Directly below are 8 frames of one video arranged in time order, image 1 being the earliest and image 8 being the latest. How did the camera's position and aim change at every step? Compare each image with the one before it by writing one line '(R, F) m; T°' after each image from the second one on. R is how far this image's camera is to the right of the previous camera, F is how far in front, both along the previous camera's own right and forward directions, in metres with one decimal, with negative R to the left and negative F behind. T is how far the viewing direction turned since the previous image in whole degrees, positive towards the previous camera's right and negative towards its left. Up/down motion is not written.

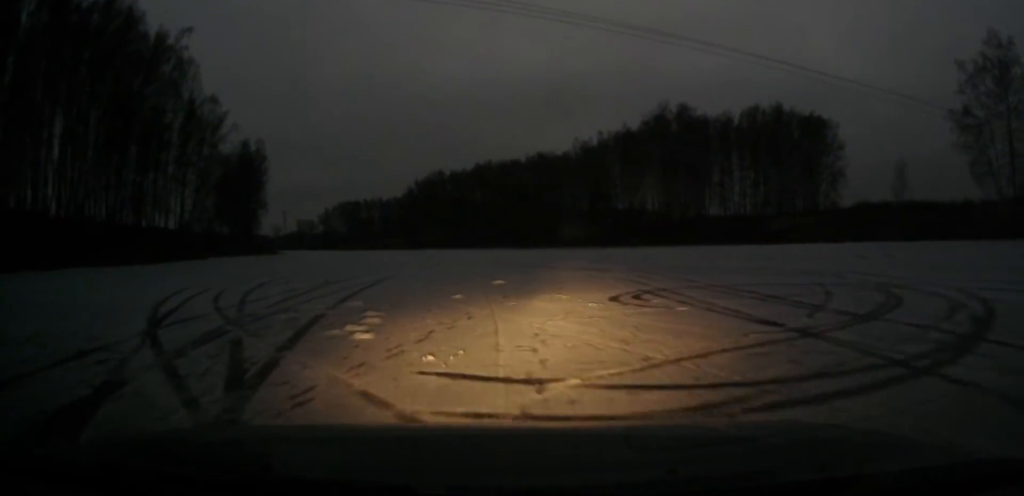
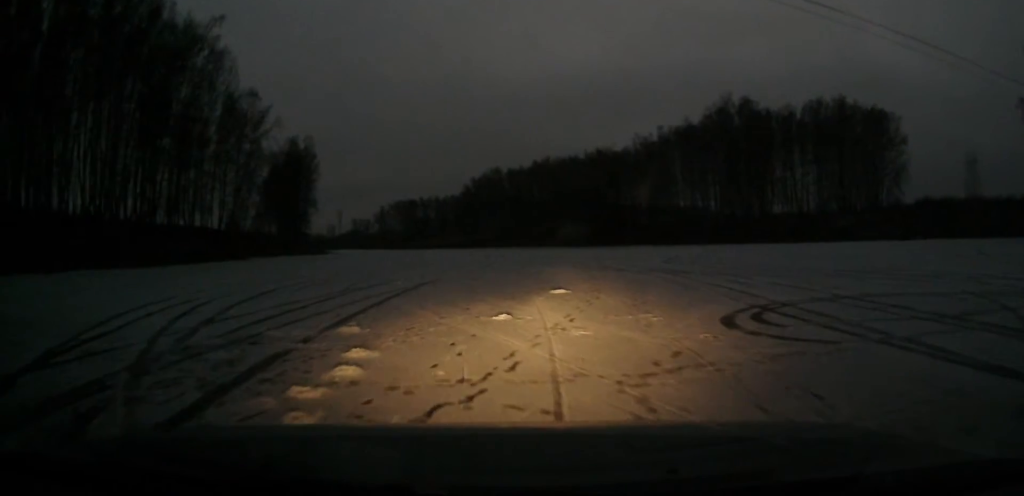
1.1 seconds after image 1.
(-0.4, +4.7) m; -4°
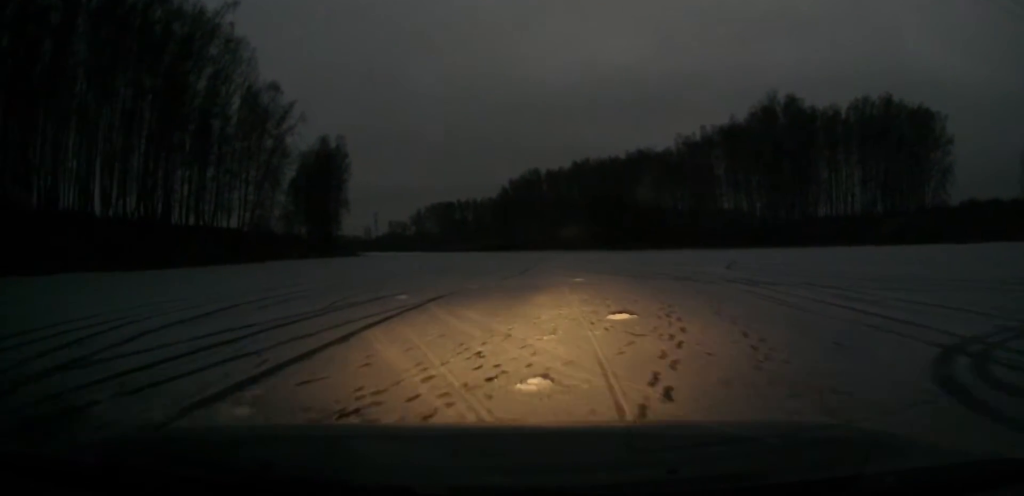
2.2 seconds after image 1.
(0.0, +5.2) m; -2°
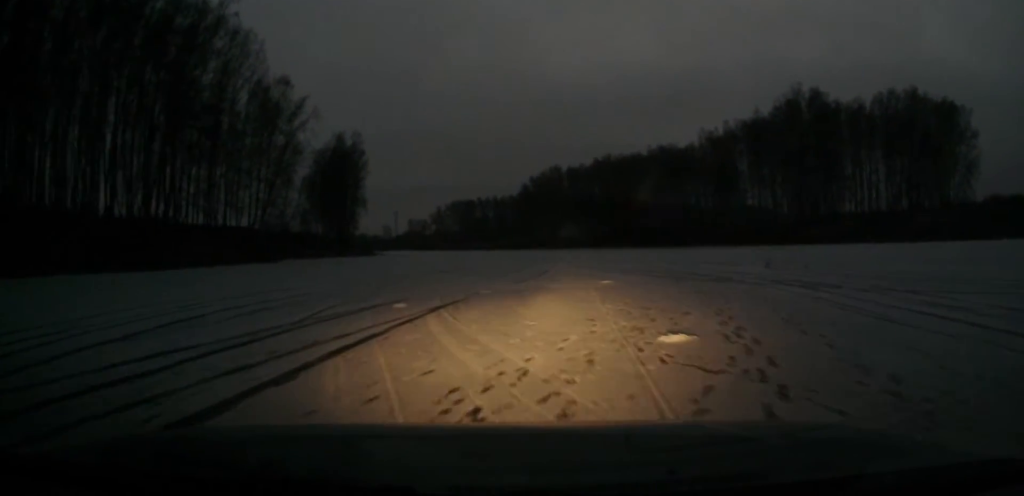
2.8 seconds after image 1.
(-0.1, +2.7) m; -2°
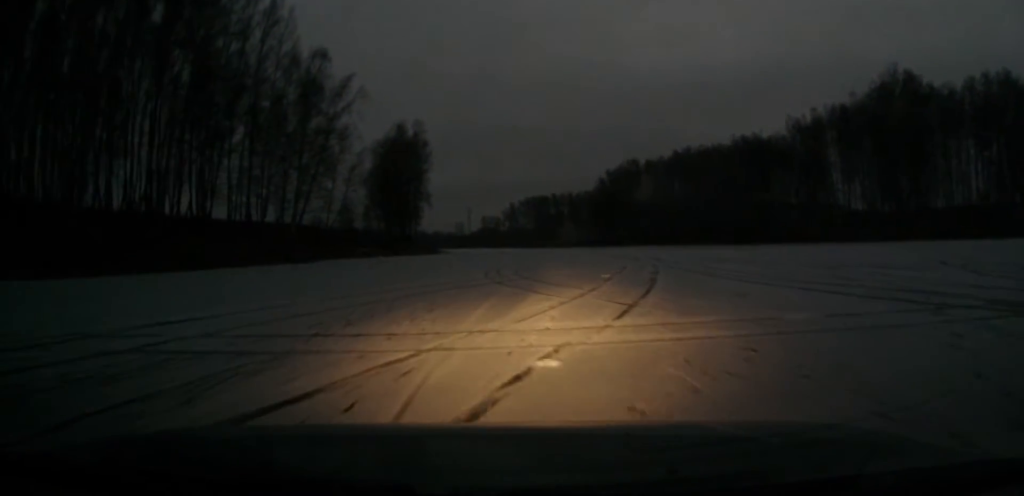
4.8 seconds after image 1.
(-0.2, +10.8) m; -4°
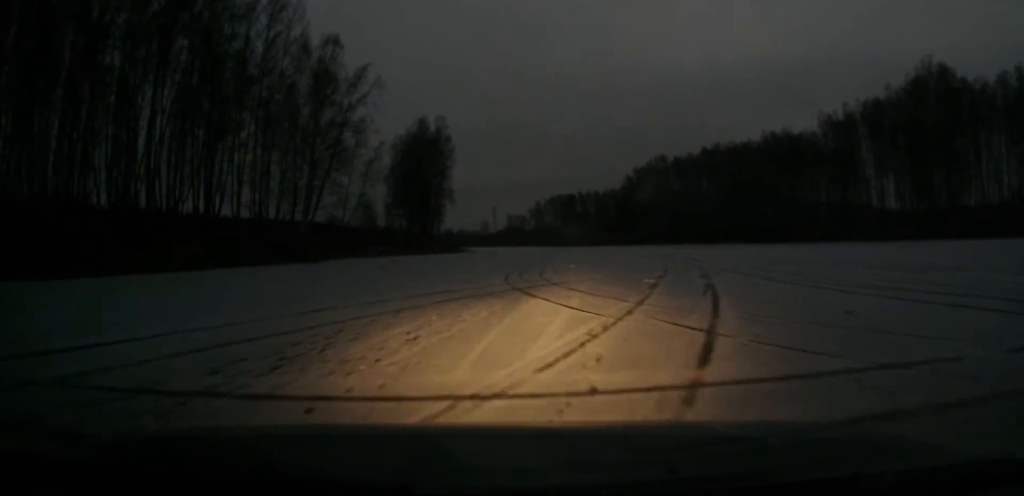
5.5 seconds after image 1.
(-0.2, +4.1) m; -4°
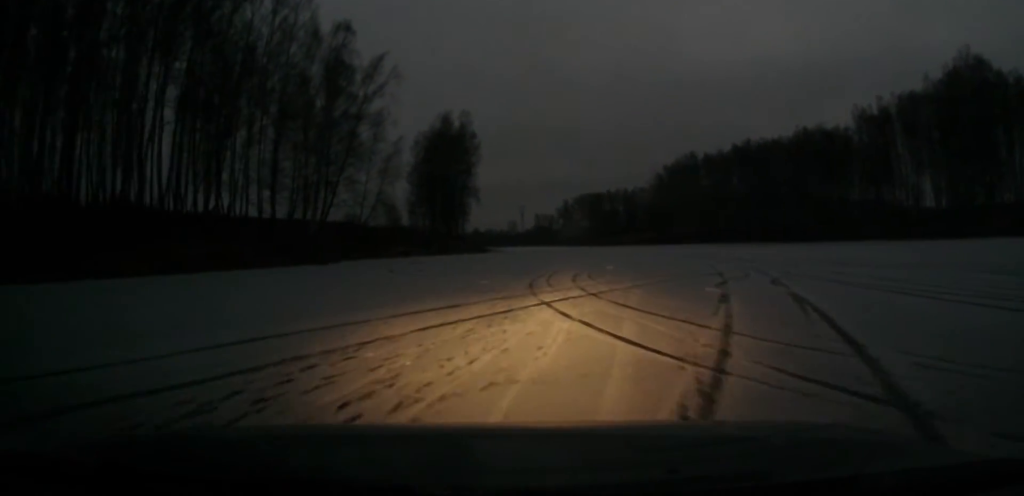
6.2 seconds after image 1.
(-0.2, +4.4) m; -2°
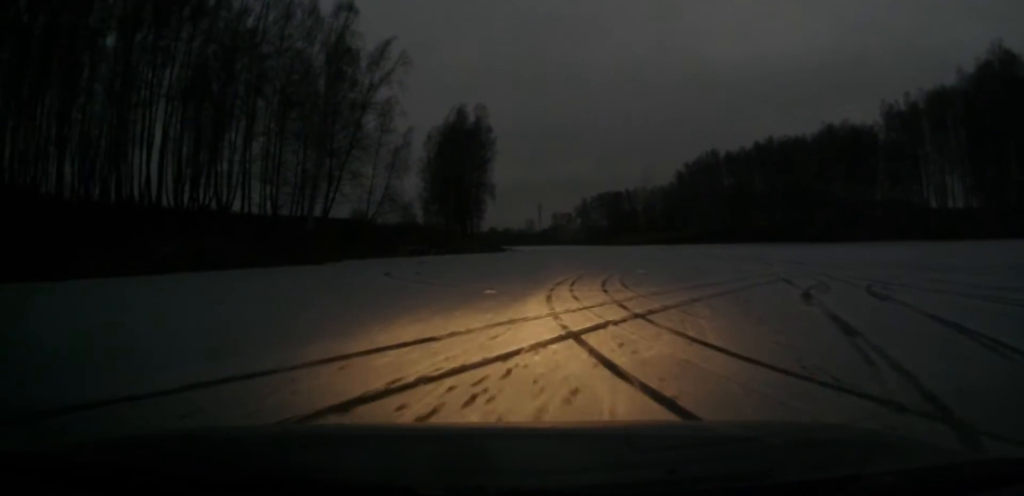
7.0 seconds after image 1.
(-0.1, +5.0) m; -1°
